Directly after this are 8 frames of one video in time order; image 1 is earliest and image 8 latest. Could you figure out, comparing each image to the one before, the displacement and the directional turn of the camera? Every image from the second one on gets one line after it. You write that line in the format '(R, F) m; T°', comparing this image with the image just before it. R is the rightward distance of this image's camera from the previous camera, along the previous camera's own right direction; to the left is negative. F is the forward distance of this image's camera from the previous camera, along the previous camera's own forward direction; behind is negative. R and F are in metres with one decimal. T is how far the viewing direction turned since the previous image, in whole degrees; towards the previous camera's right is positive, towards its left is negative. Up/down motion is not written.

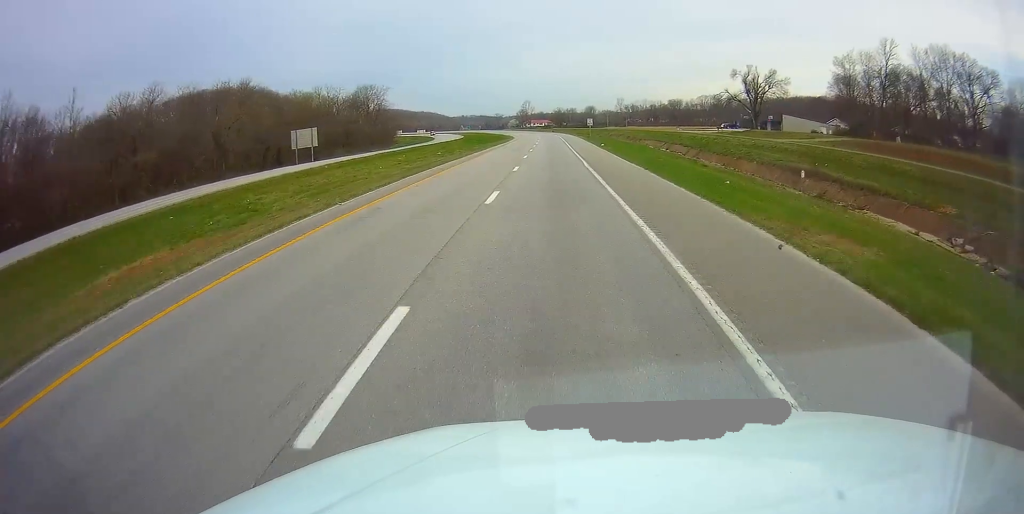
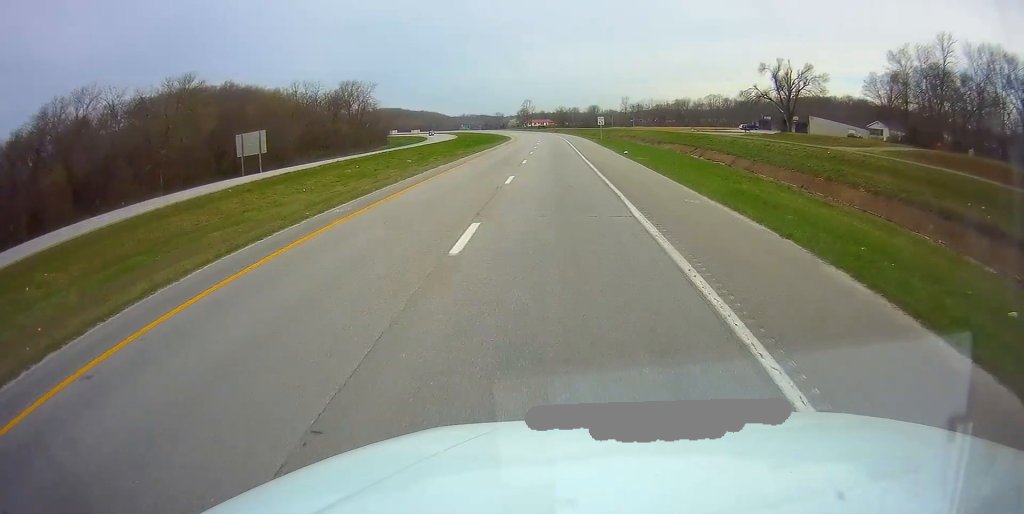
(+0.1, +18.8) m; 0°
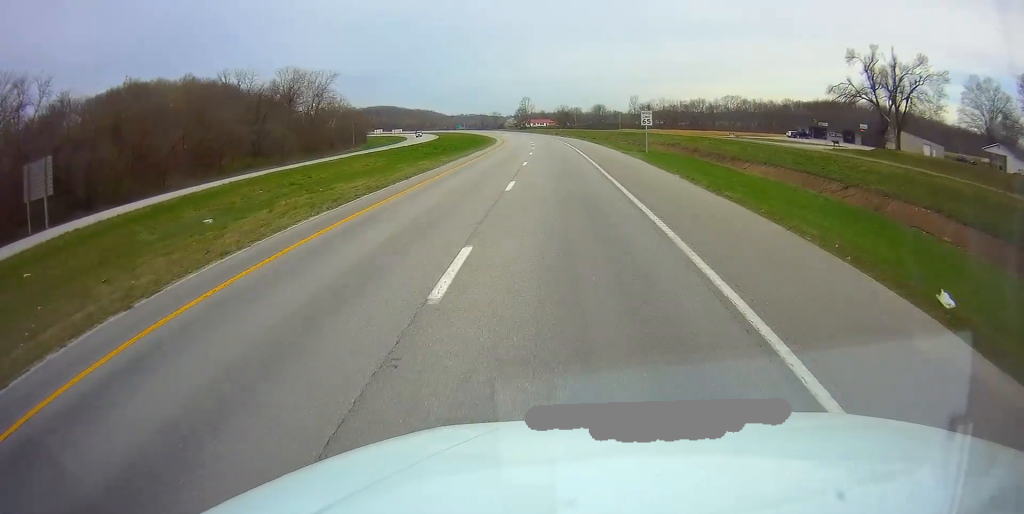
(-0.1, +39.6) m; 0°
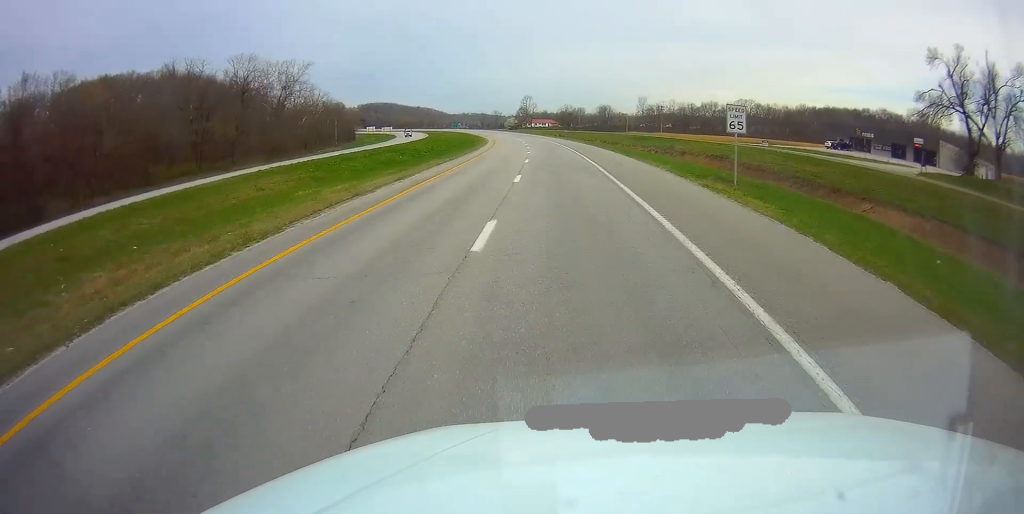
(-0.1, +21.8) m; -1°
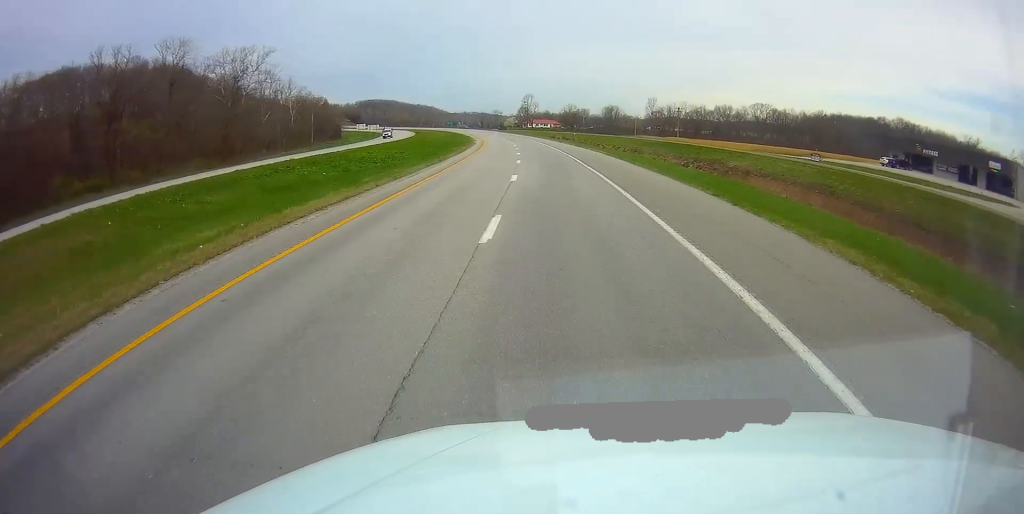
(-0.2, +23.9) m; -1°
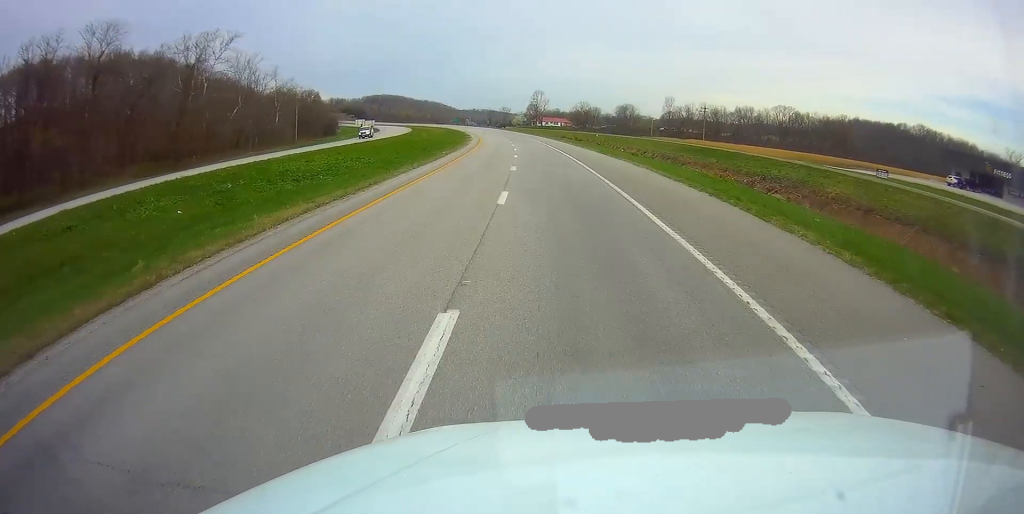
(-0.1, +19.7) m; -1°
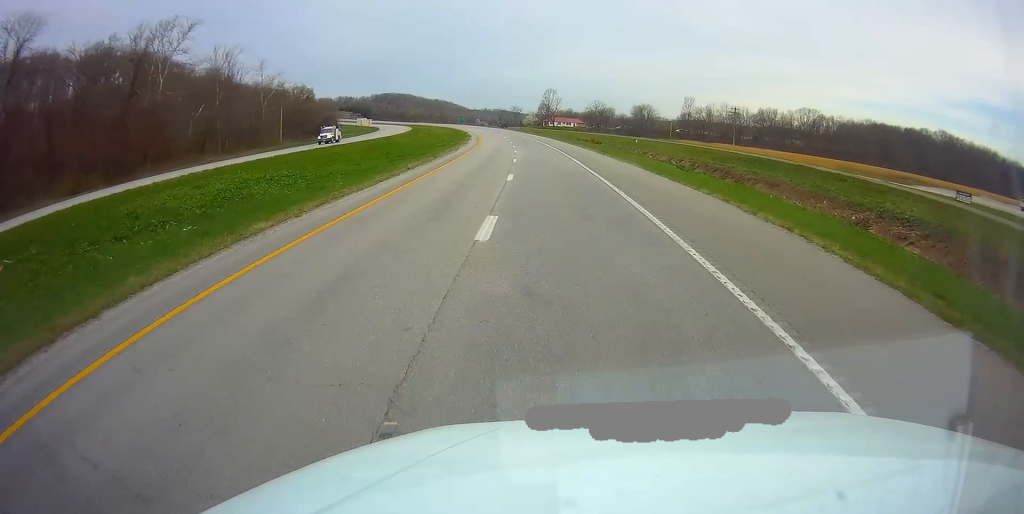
(-0.3, +17.7) m; -1°
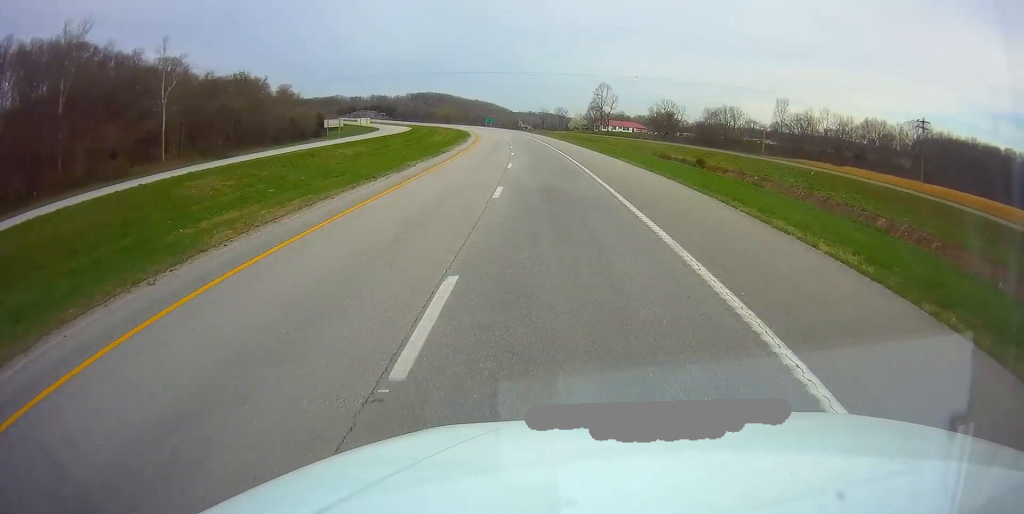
(-2.3, +67.4) m; -4°
